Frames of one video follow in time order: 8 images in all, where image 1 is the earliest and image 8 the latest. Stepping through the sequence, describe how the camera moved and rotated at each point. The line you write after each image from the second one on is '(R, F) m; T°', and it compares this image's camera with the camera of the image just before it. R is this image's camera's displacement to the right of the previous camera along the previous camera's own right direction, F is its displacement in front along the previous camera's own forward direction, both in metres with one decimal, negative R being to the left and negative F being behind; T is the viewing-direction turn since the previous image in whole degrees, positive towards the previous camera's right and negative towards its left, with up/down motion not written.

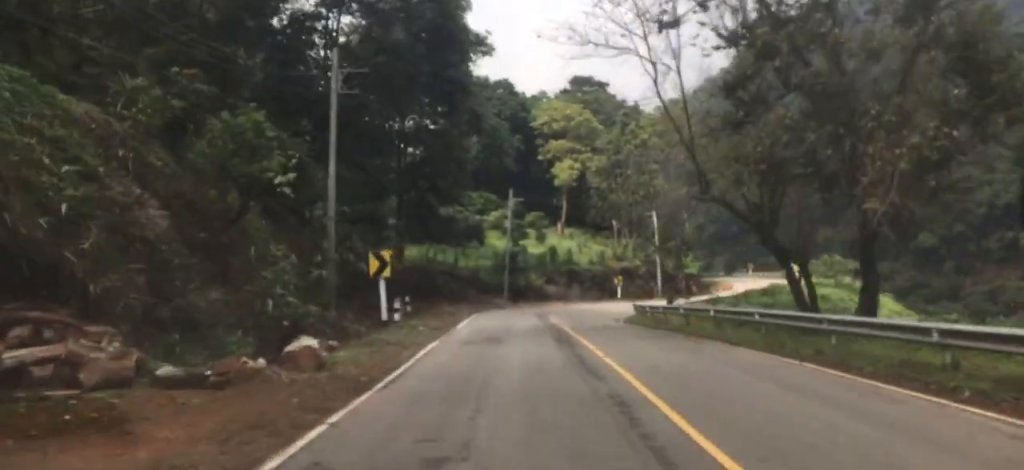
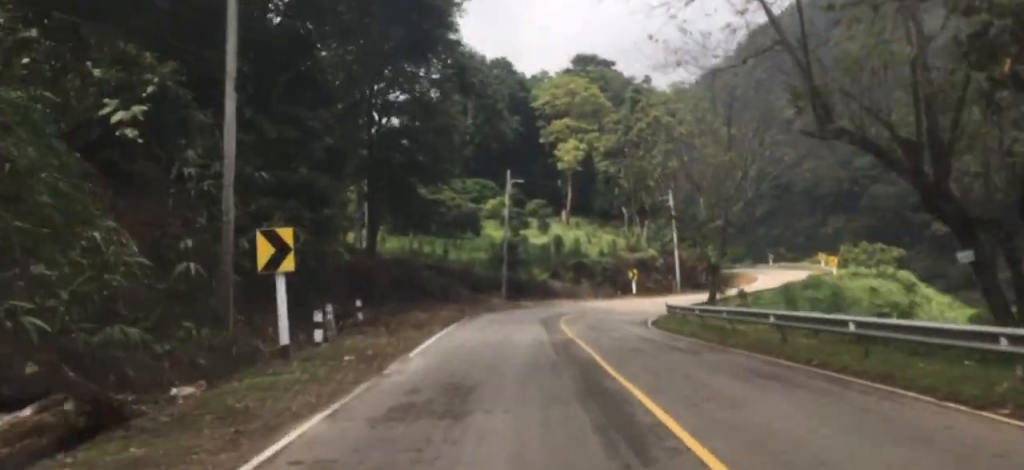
(+0.7, +10.3) m; +5°
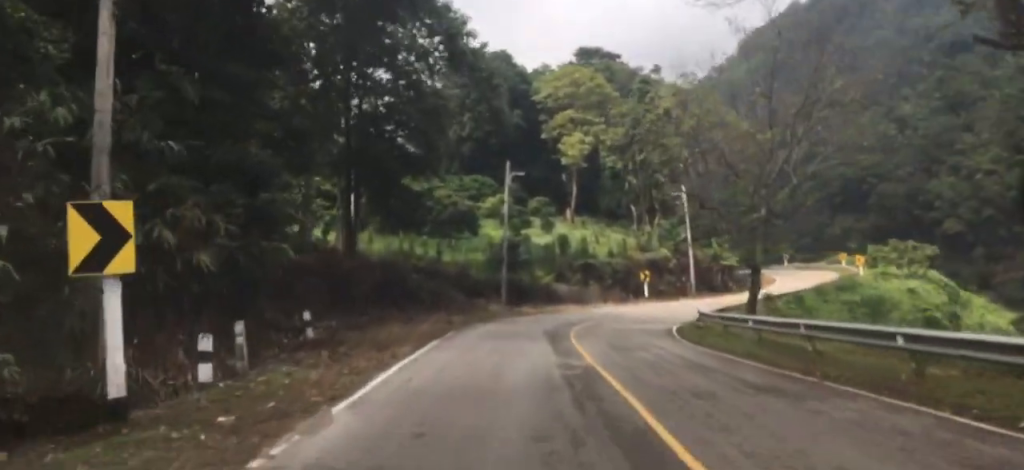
(+0.5, +5.9) m; -1°
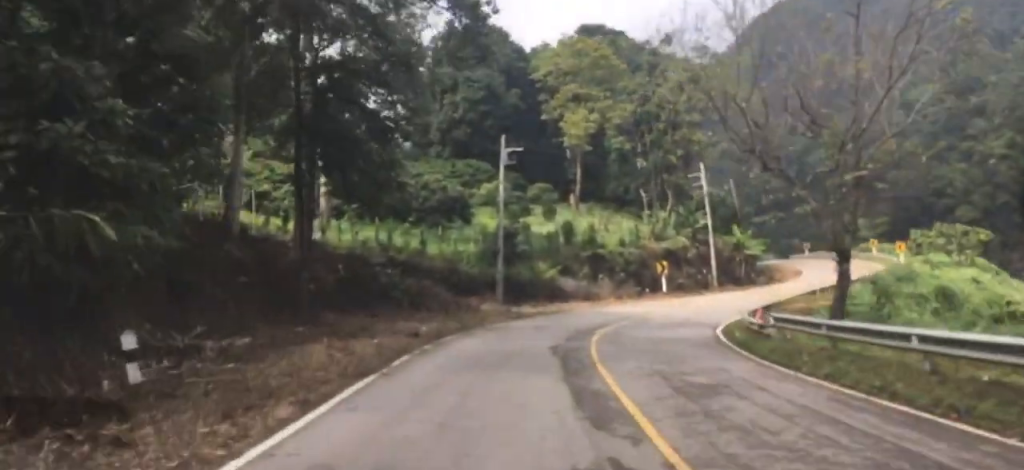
(-0.4, +8.2) m; 0°
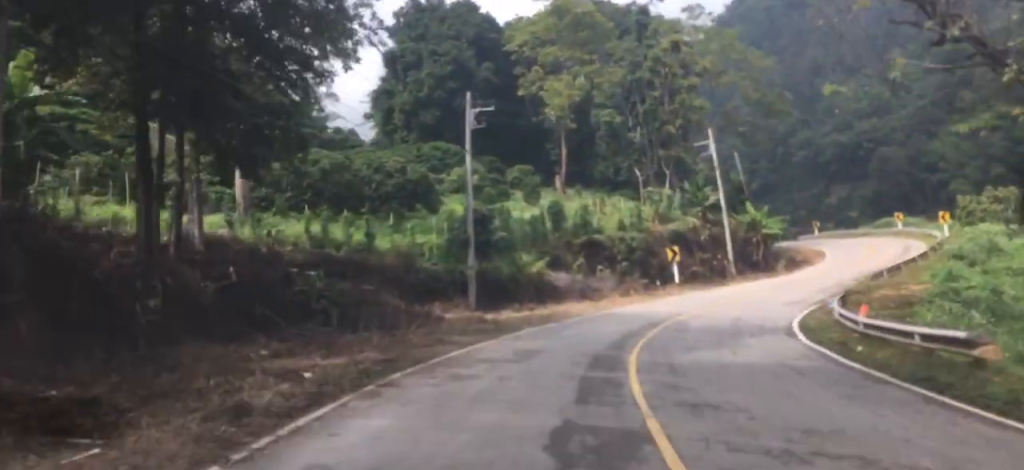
(0.0, +10.3) m; +3°
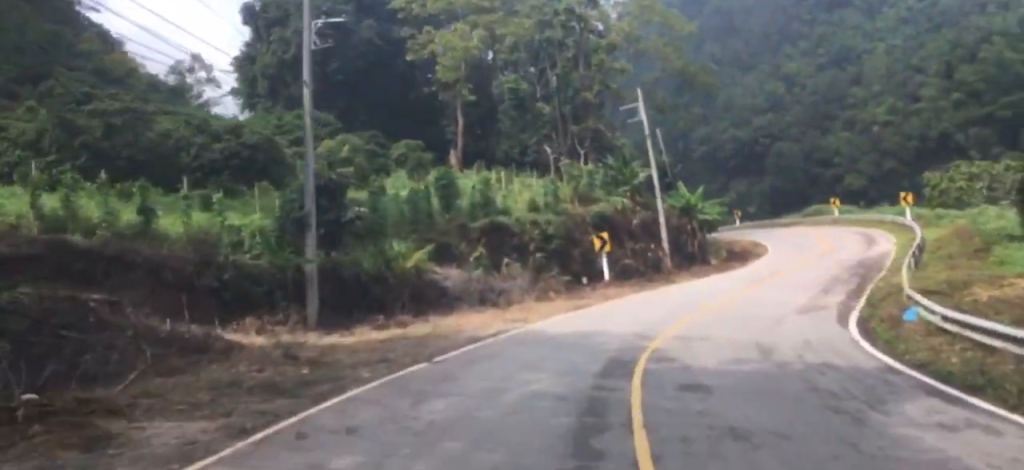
(+0.6, +11.8) m; +5°
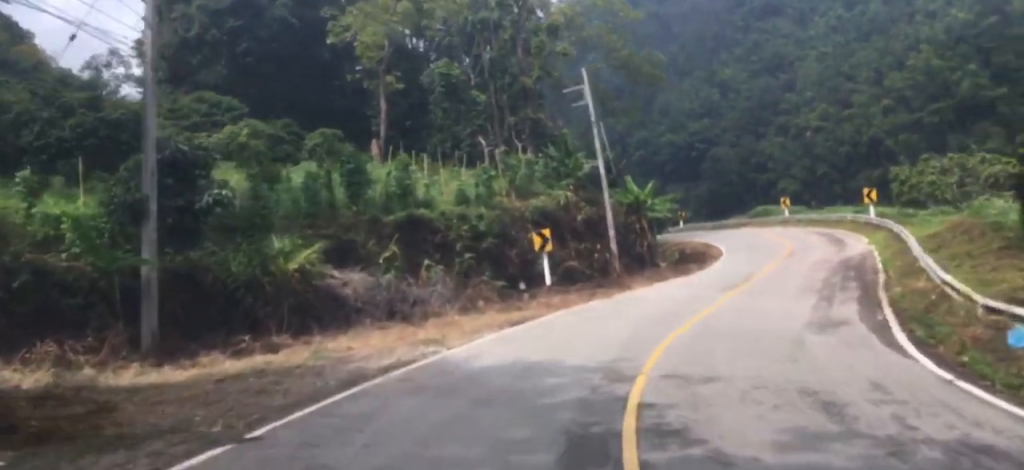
(-0.2, +5.5) m; +3°
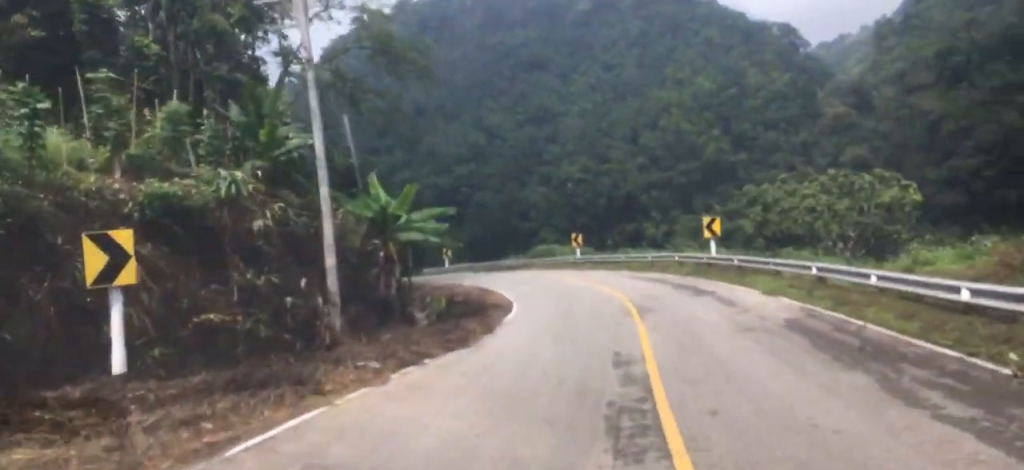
(+2.5, +16.9) m; +13°
